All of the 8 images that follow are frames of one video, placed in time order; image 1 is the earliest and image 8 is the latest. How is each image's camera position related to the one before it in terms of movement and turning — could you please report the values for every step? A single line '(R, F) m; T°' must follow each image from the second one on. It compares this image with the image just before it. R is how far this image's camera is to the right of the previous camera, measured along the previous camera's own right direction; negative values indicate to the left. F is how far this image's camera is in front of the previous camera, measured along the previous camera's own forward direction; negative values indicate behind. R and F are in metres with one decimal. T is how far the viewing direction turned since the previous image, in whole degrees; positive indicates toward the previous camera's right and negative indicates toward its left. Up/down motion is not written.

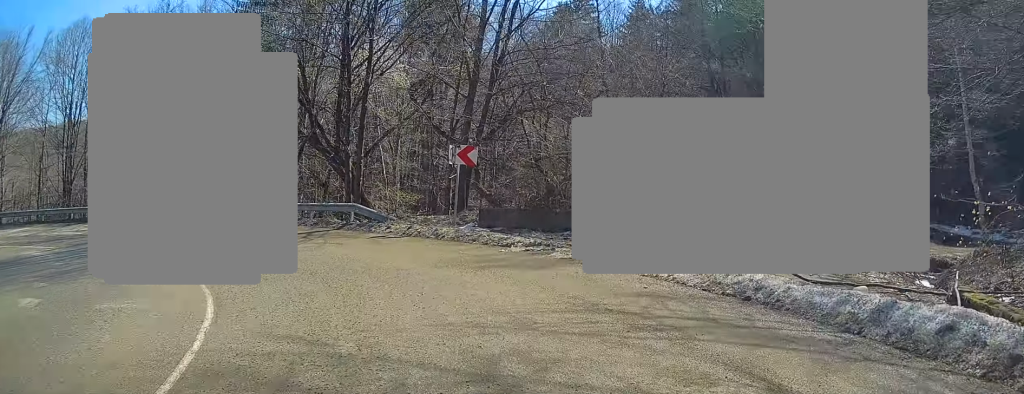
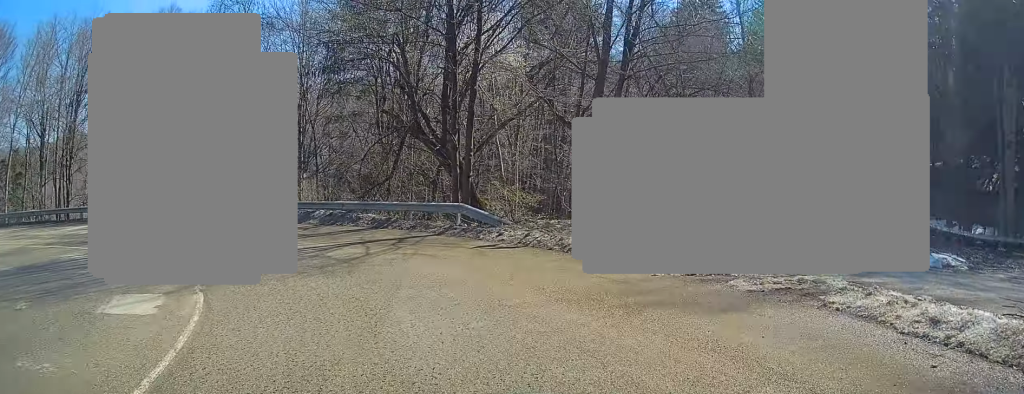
(-0.3, +3.2) m; -6°
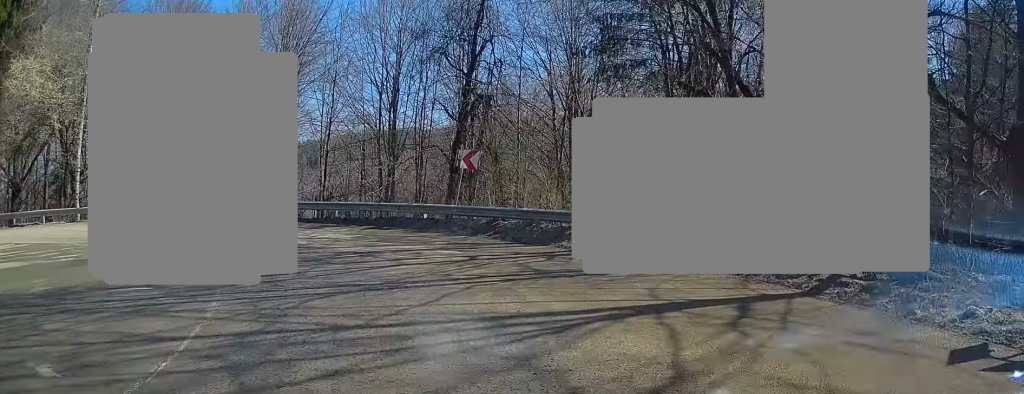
(-0.8, +7.4) m; -24°
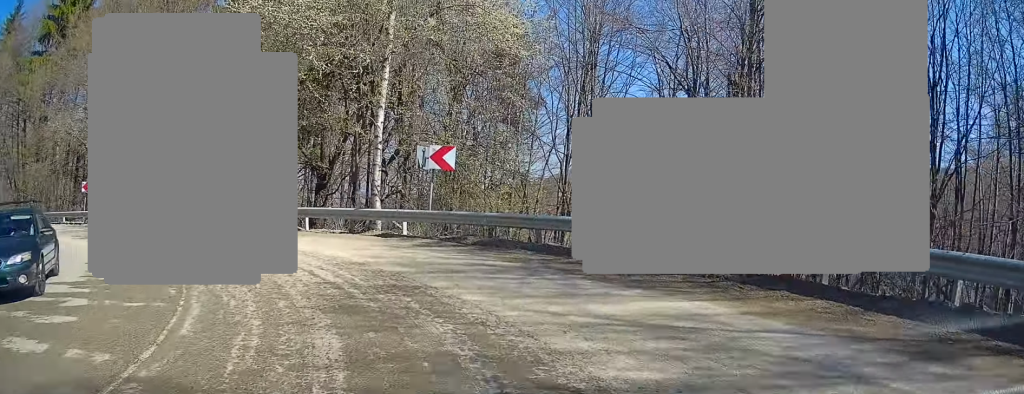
(-6.4, +11.9) m; -50°
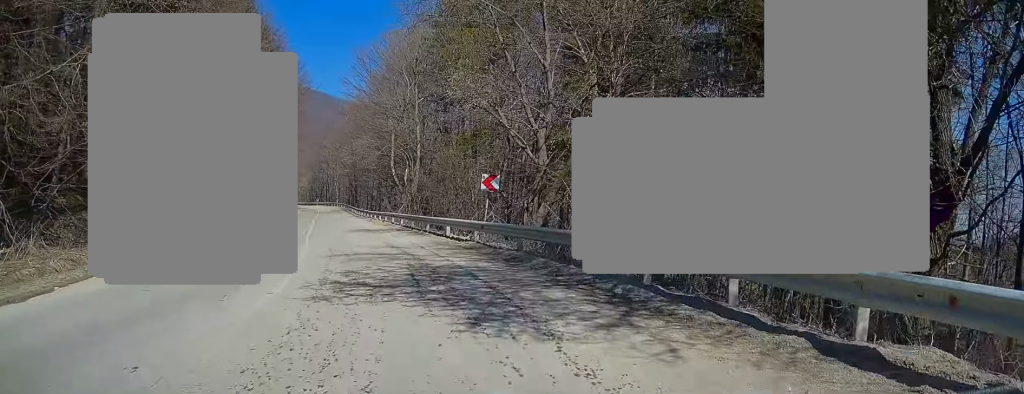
(-4.6, +13.1) m; -43°
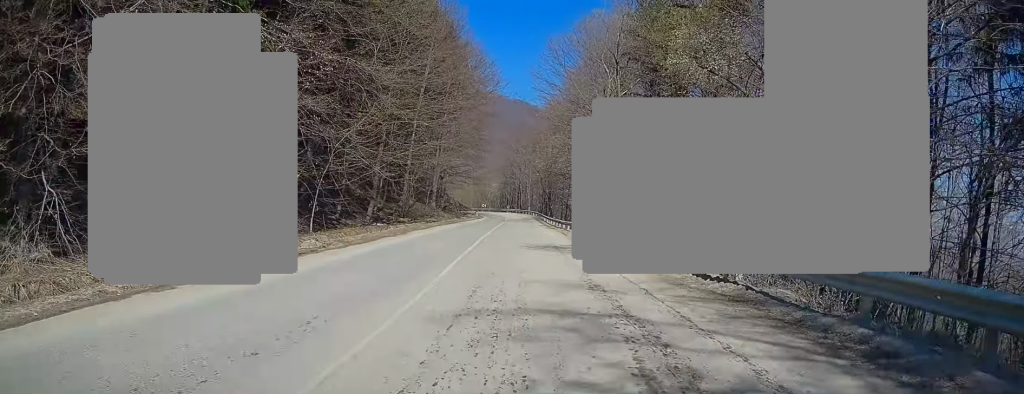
(-1.4, +7.3) m; -13°
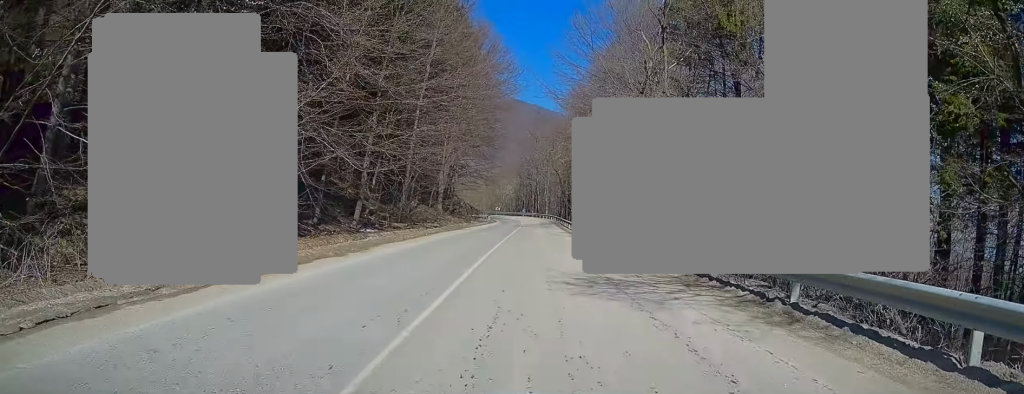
(-0.9, +9.0) m; -4°
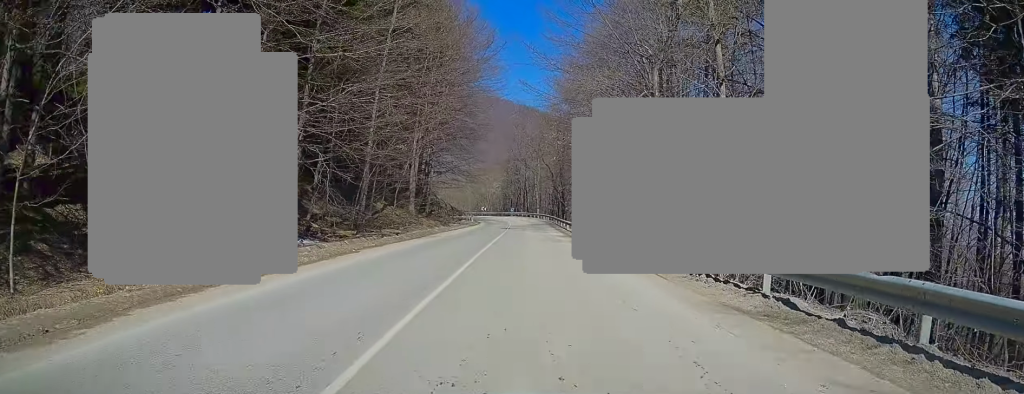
(+0.2, +11.1) m; +2°
